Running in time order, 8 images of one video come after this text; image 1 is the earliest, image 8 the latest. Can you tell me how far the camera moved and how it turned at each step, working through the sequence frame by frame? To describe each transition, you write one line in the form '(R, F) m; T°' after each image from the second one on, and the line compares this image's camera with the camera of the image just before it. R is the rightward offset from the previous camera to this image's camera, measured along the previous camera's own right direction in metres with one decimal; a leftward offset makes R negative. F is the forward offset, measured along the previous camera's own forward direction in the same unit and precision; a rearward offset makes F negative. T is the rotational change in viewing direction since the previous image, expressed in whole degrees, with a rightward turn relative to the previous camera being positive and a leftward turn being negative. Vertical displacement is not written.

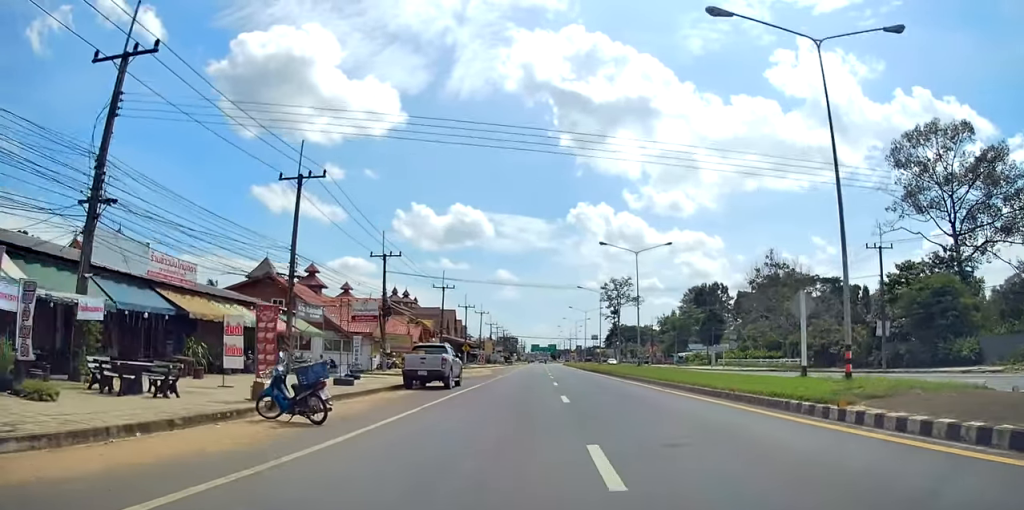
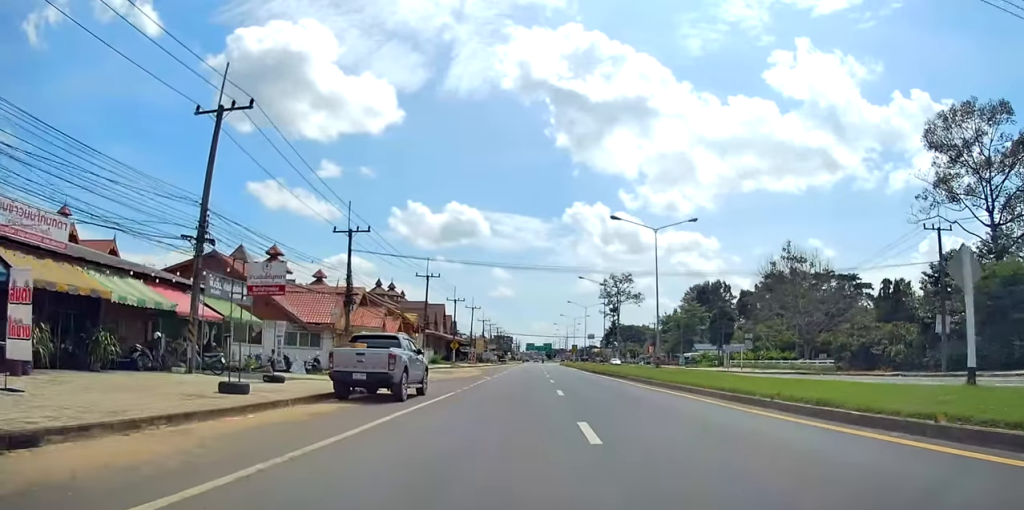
(0.0, +8.9) m; 0°
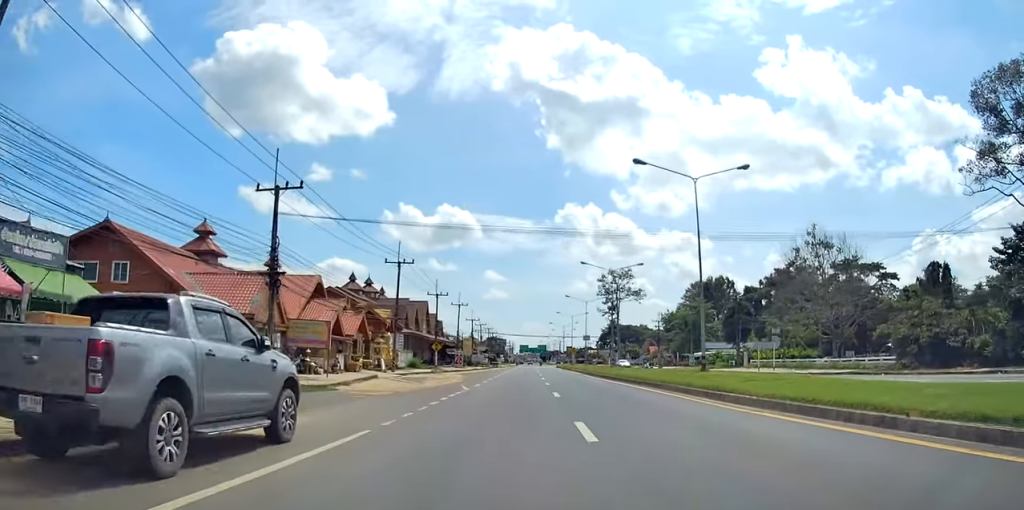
(0.0, +11.5) m; 0°
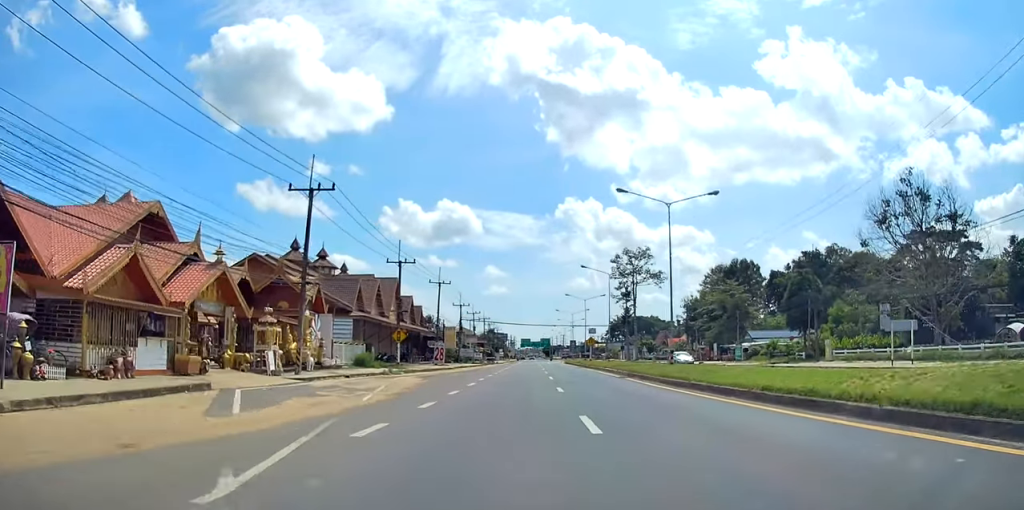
(0.0, +23.9) m; 0°
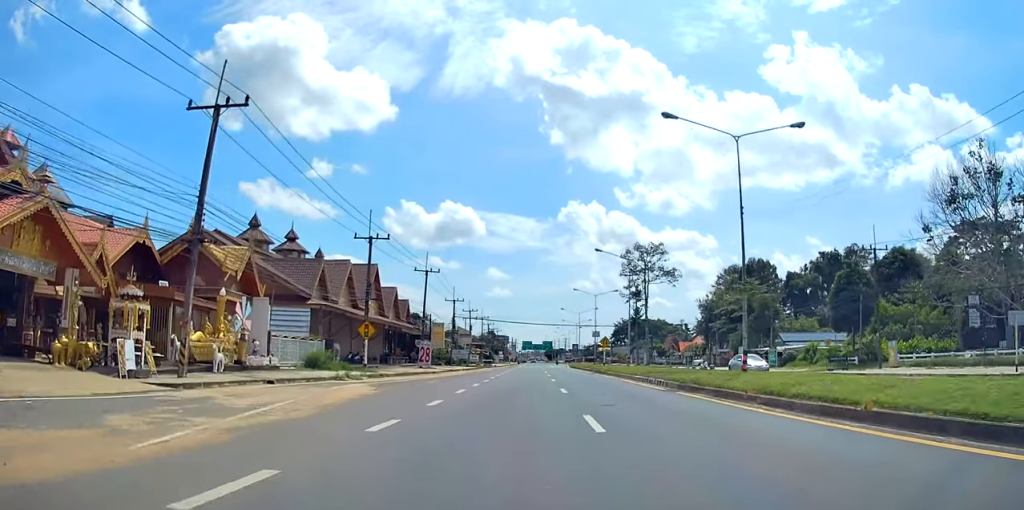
(+0.1, +11.5) m; 0°
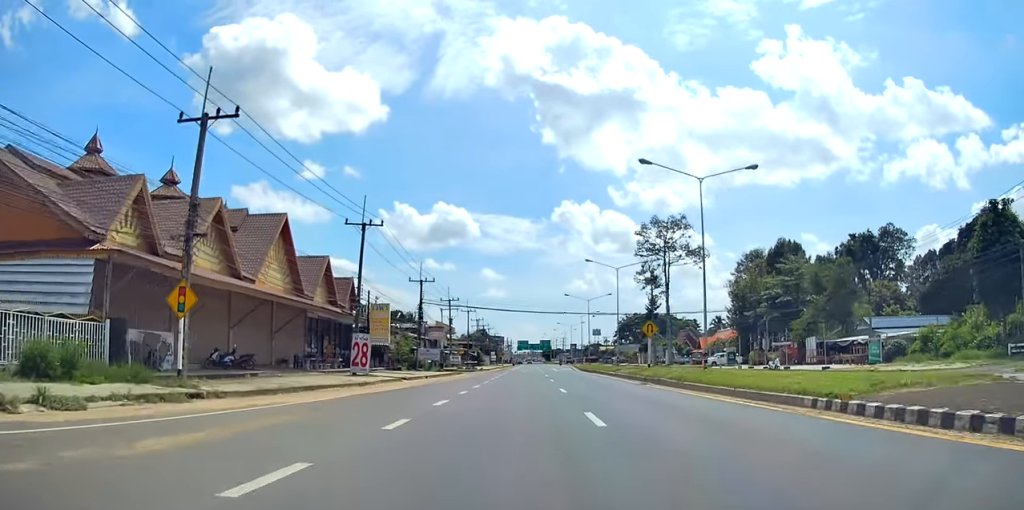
(-0.1, +23.4) m; +1°
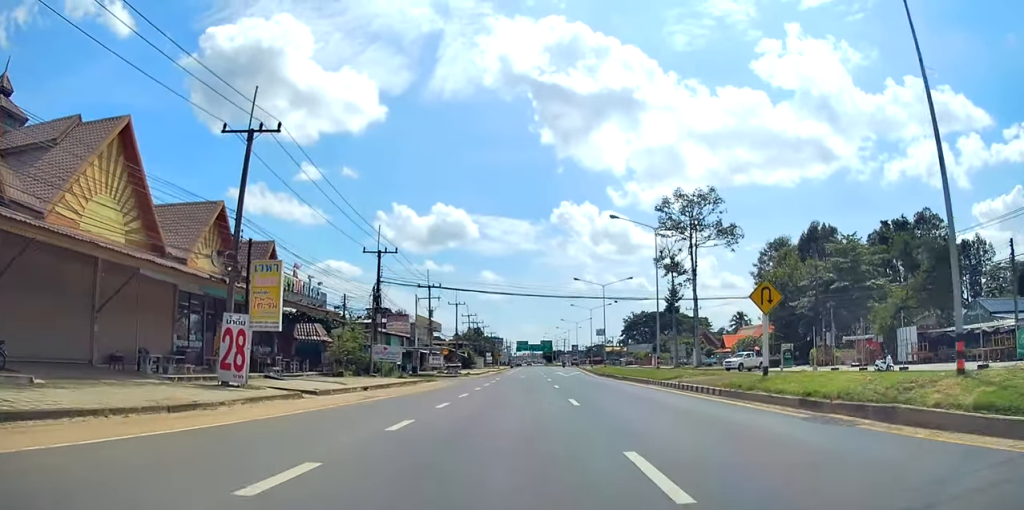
(+0.3, +17.8) m; 0°
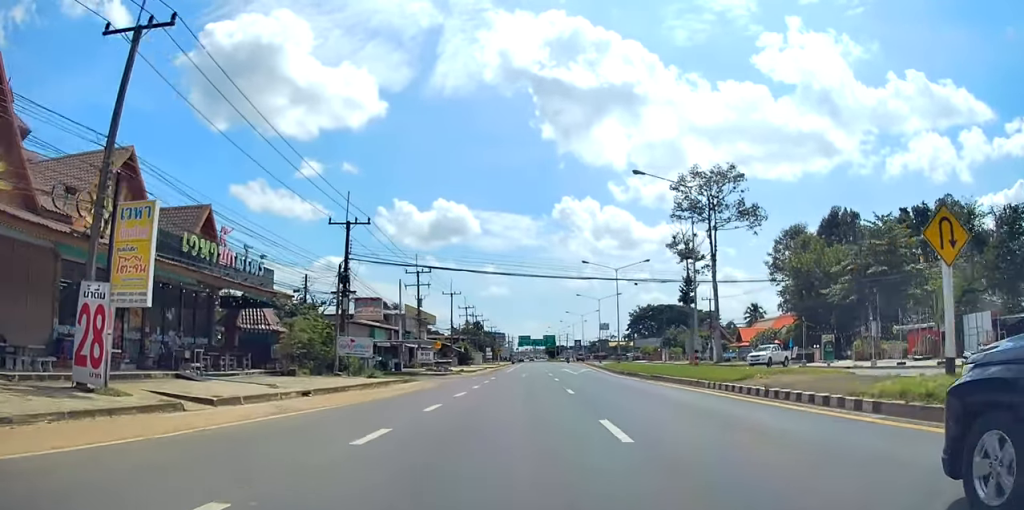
(0.0, +8.5) m; 0°
